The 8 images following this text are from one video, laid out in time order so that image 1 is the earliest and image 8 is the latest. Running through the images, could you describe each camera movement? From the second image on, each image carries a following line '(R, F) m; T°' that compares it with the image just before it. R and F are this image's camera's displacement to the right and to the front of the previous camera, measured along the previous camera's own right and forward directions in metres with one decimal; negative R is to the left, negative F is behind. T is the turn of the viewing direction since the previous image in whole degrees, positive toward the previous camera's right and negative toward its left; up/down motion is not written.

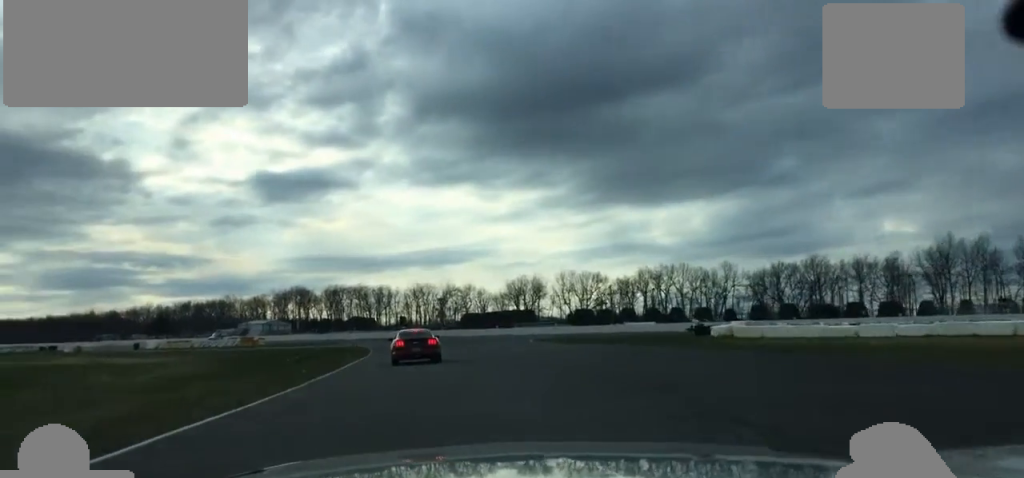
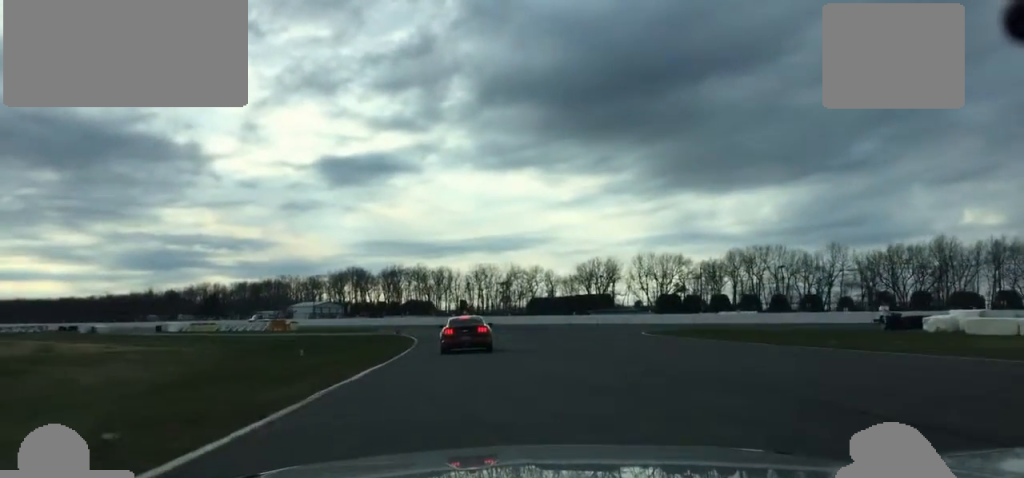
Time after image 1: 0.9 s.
(-1.4, +20.6) m; -4°
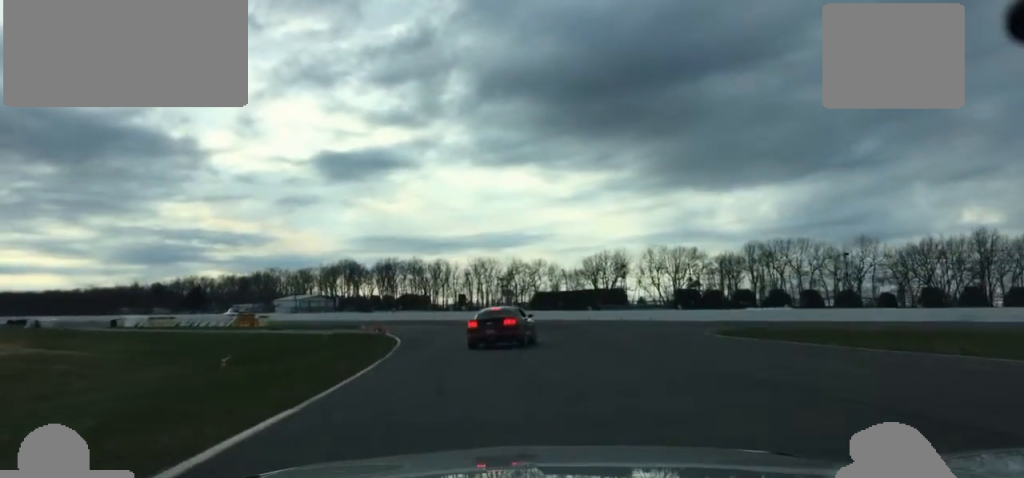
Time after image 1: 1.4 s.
(-0.2, +12.8) m; 0°
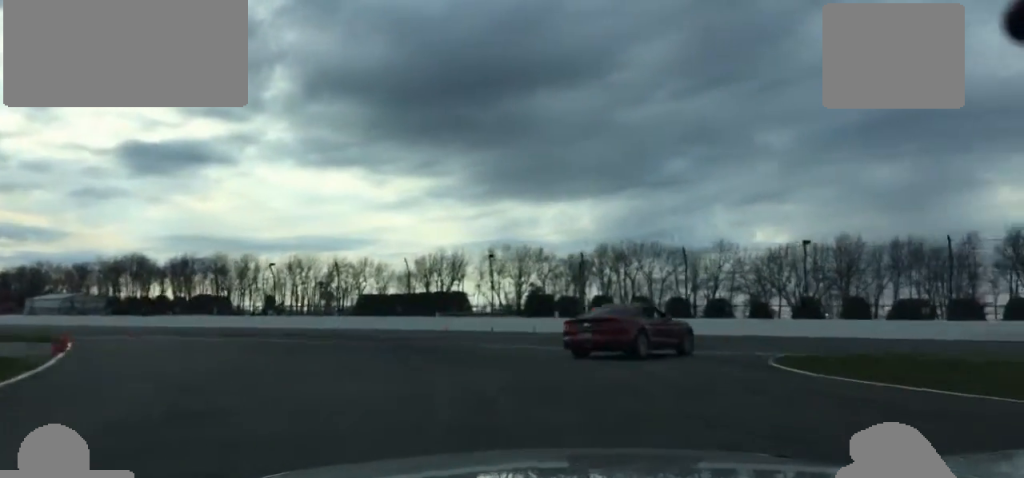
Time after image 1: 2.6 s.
(+0.4, +23.9) m; +9°
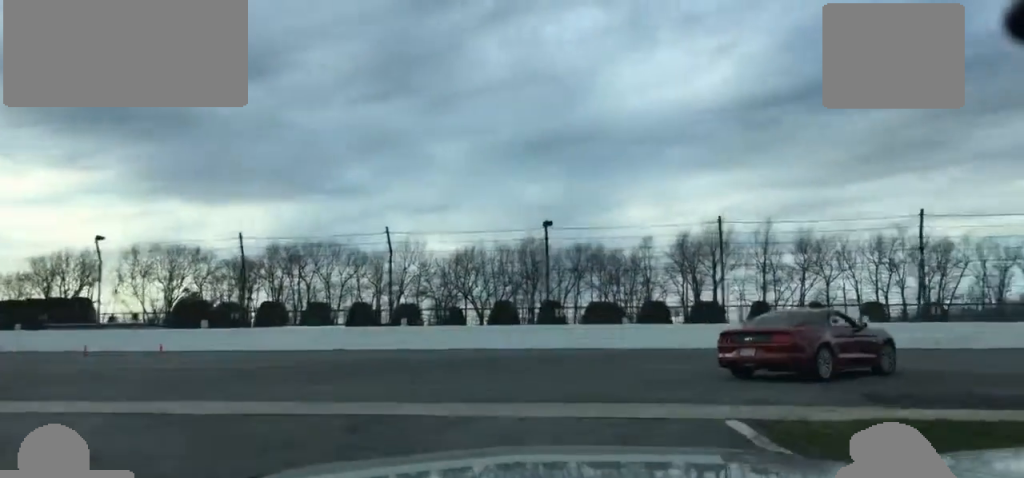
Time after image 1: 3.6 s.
(+2.7, +16.9) m; +18°
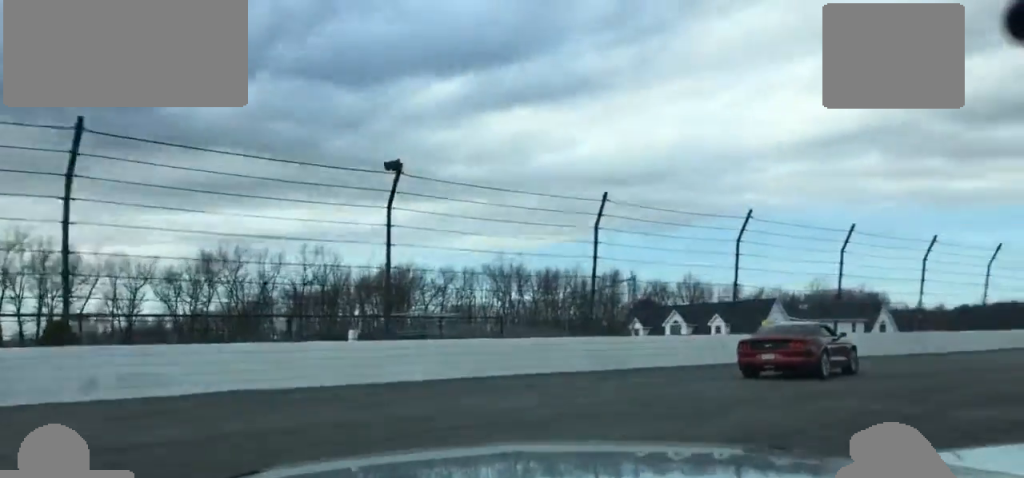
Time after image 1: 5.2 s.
(+9.8, +18.9) m; +61°
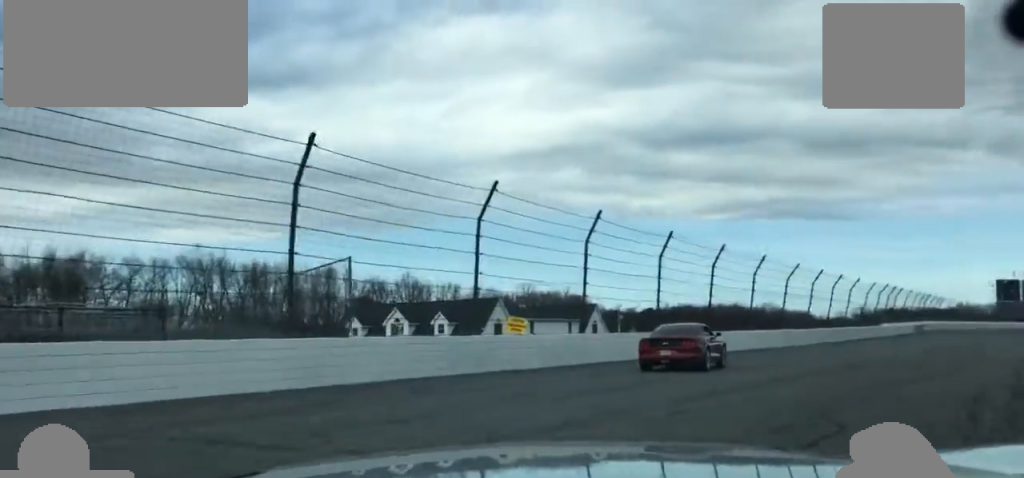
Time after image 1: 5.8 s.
(+1.9, +8.2) m; +21°
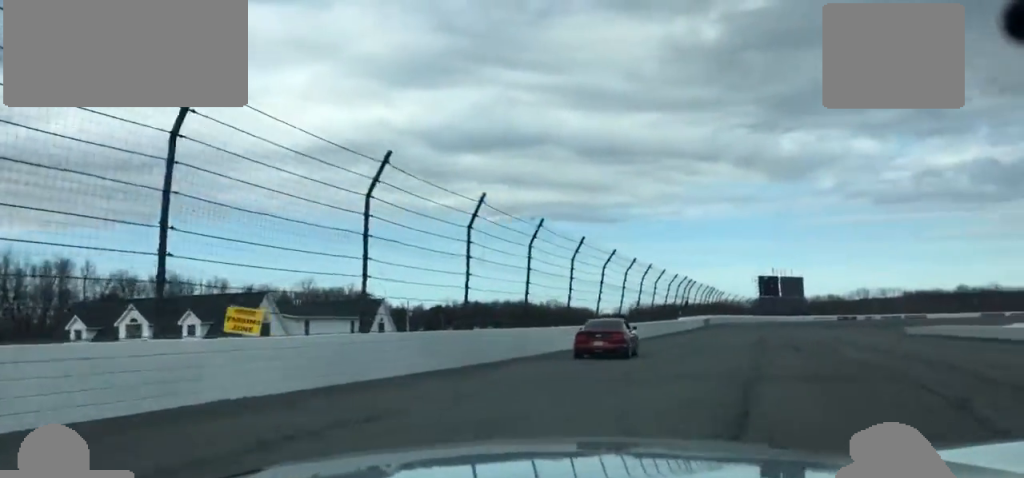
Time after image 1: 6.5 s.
(+1.4, +11.4) m; +10°
